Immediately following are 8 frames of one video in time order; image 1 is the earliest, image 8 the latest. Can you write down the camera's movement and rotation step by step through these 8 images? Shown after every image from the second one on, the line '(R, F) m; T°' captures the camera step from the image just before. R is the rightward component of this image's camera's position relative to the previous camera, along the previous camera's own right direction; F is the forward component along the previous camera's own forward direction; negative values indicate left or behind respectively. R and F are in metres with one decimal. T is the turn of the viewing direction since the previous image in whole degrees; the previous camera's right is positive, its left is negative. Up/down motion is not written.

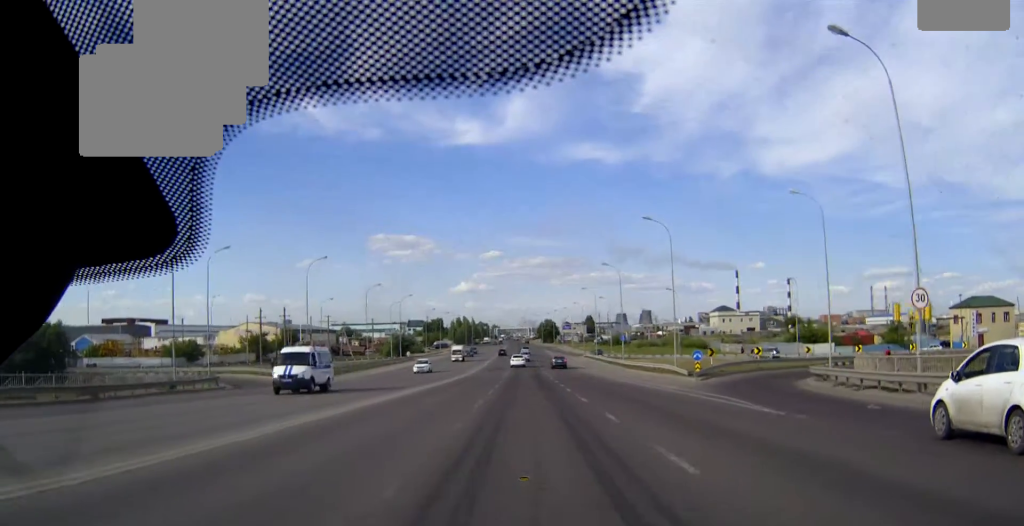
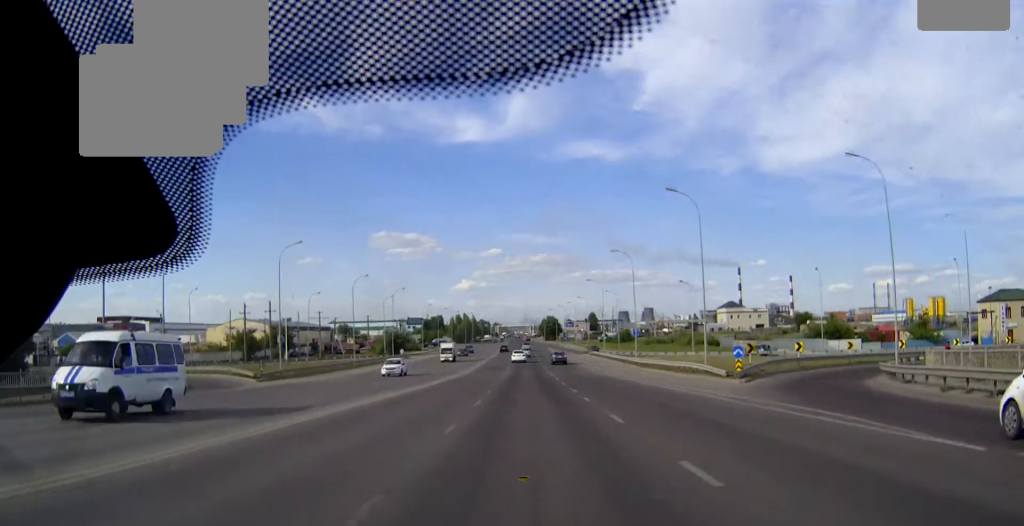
(0.0, +9.1) m; 0°
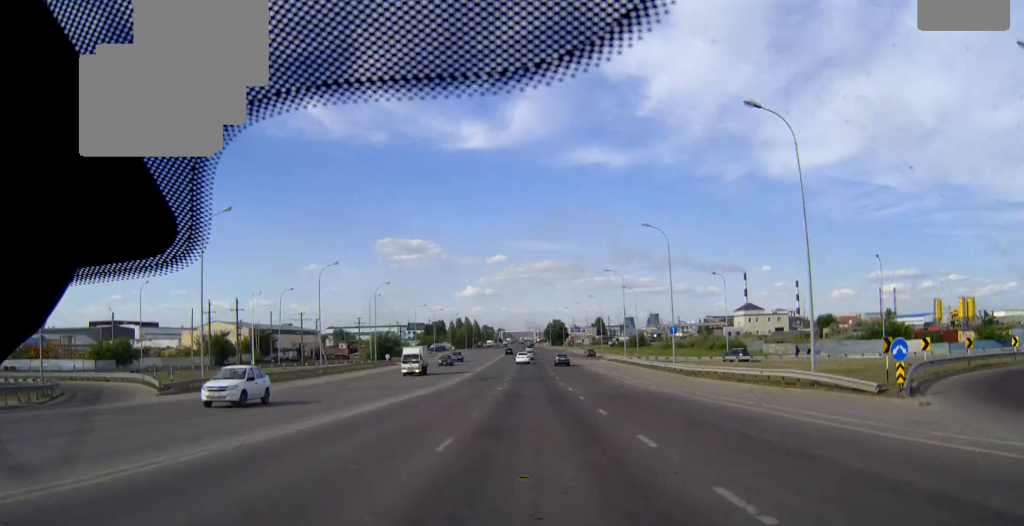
(0.0, +17.6) m; 0°
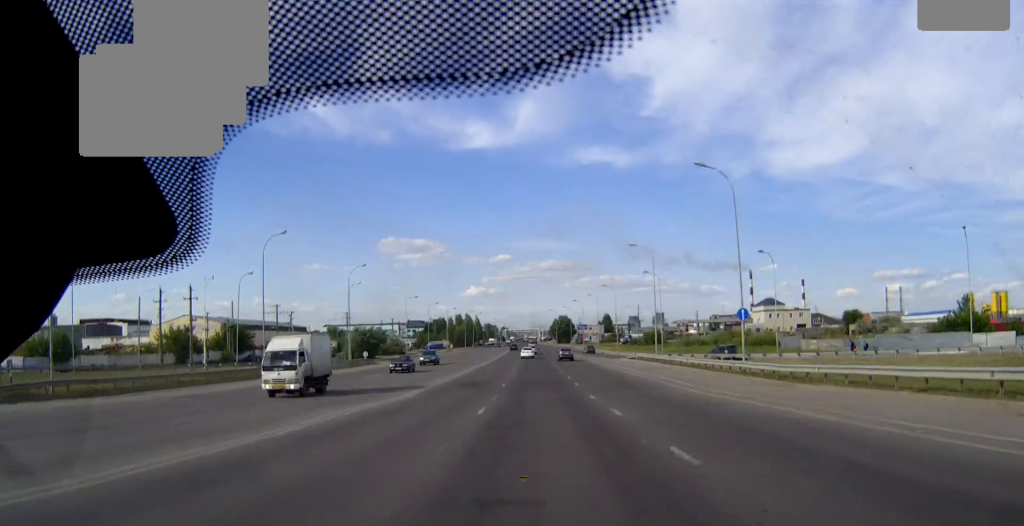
(0.0, +18.5) m; 0°
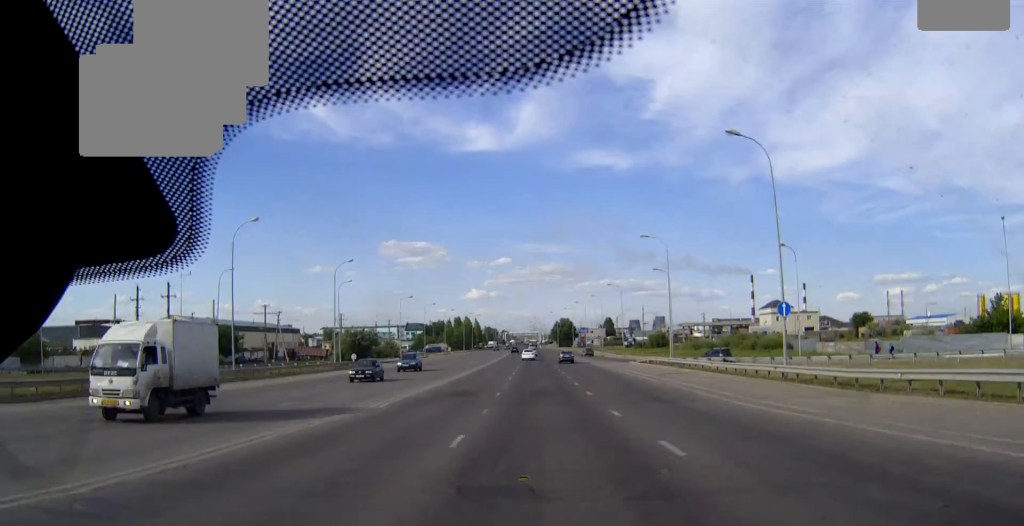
(0.0, +6.8) m; 0°
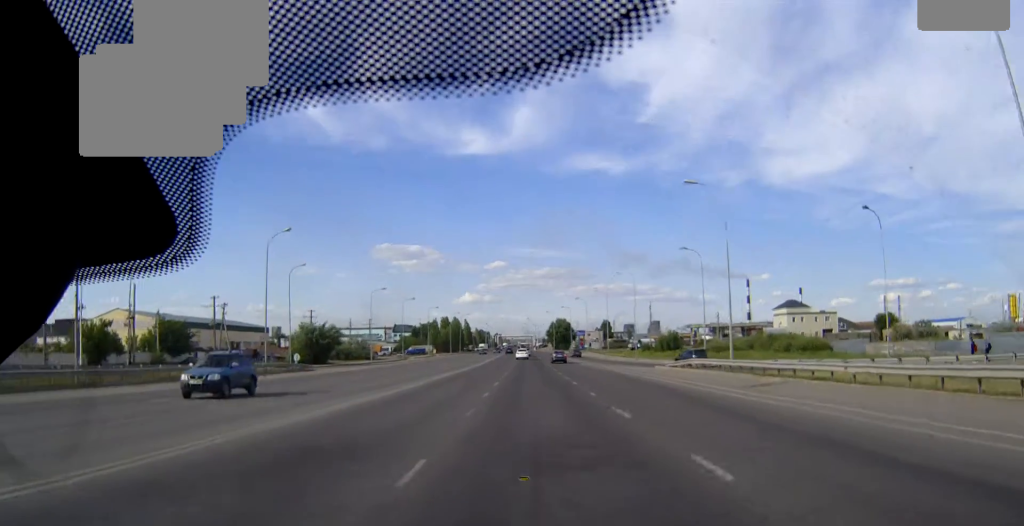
(0.0, +20.4) m; 0°
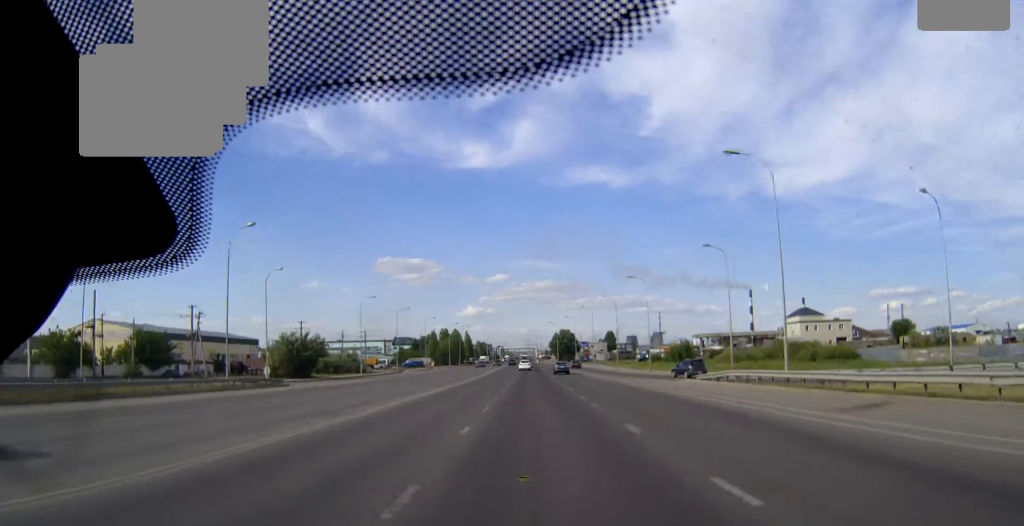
(0.0, +8.9) m; 0°
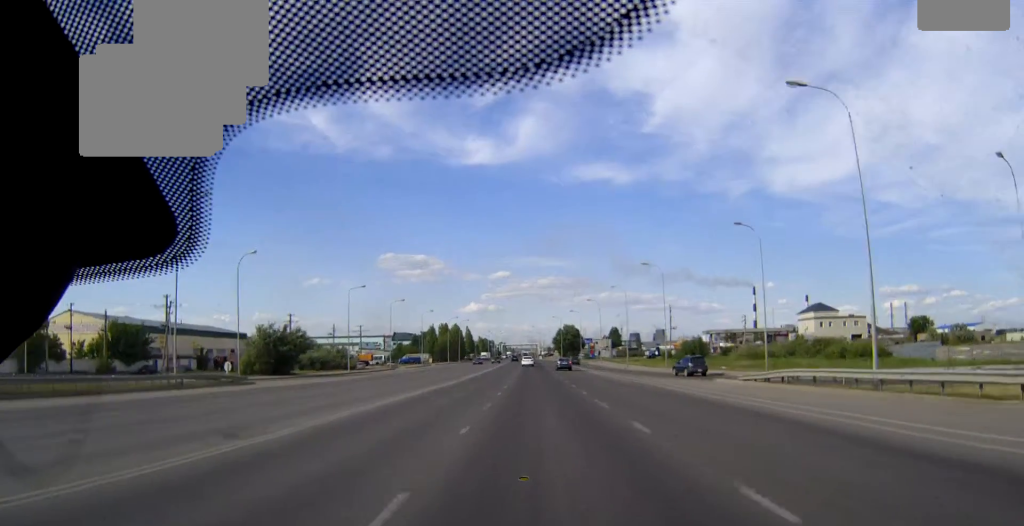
(0.0, +8.9) m; 0°
